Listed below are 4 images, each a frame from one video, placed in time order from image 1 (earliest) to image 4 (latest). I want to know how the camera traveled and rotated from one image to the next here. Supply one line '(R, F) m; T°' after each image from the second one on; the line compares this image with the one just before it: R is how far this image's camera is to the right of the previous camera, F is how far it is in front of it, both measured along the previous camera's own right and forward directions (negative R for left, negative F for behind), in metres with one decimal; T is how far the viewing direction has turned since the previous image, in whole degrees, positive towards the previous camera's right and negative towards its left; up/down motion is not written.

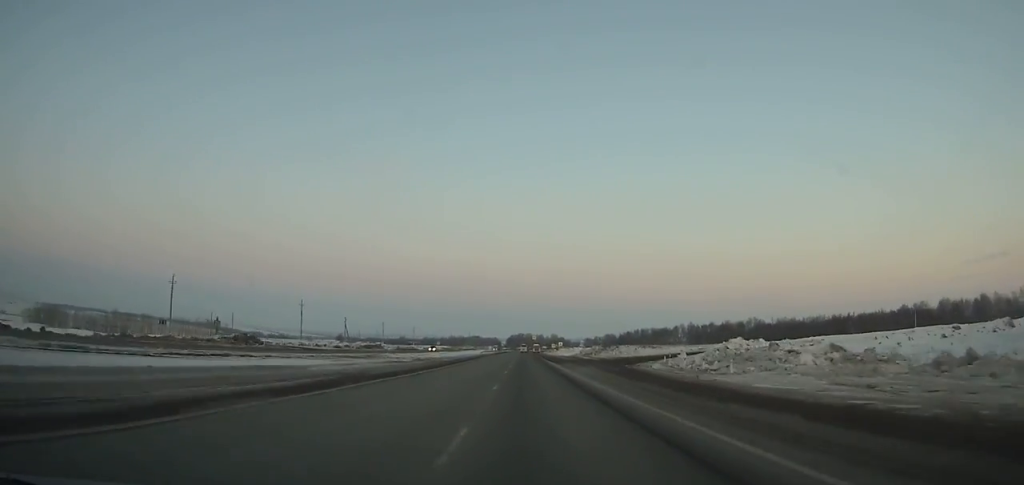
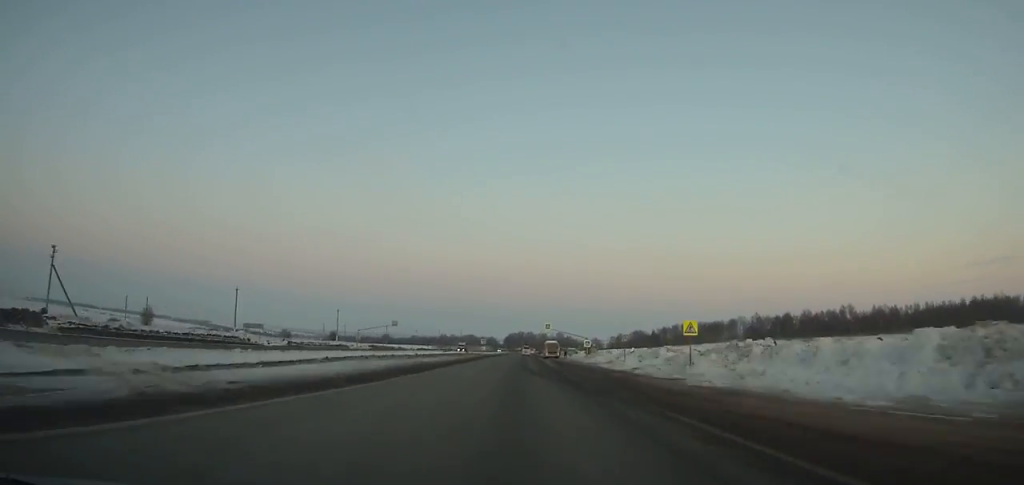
(-0.2, +116.6) m; 0°
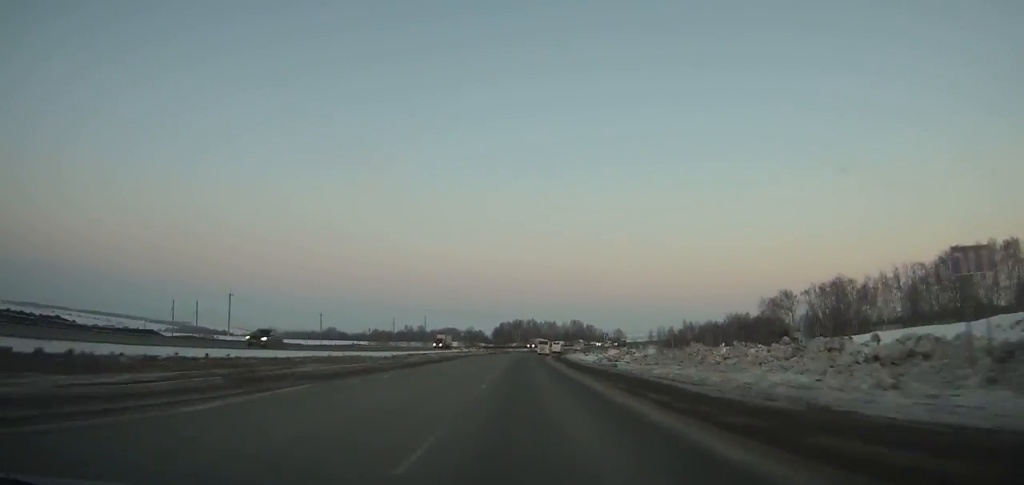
(+0.9, +240.2) m; +2°
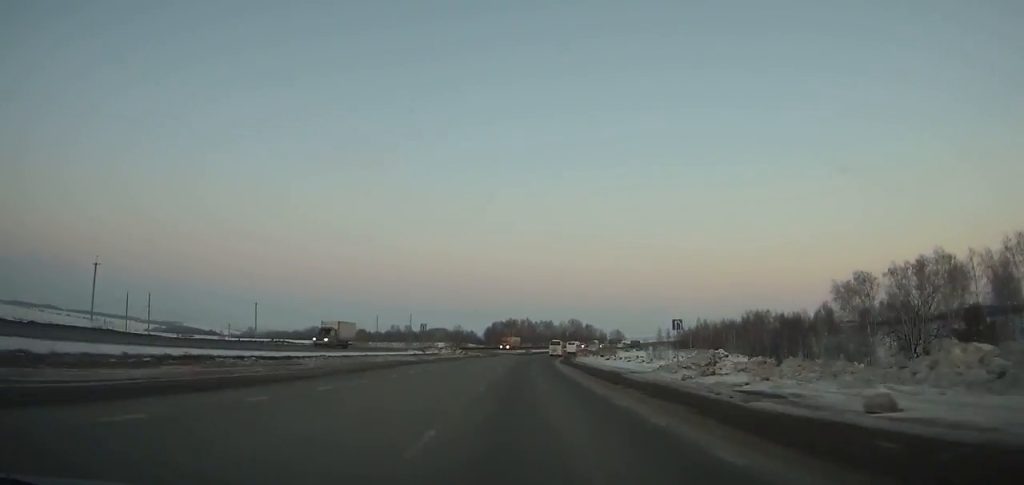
(+0.5, +35.1) m; +2°
